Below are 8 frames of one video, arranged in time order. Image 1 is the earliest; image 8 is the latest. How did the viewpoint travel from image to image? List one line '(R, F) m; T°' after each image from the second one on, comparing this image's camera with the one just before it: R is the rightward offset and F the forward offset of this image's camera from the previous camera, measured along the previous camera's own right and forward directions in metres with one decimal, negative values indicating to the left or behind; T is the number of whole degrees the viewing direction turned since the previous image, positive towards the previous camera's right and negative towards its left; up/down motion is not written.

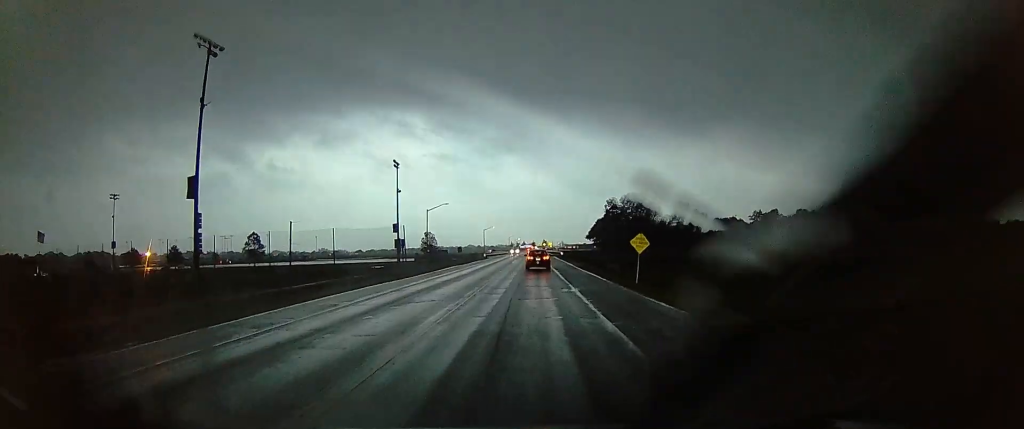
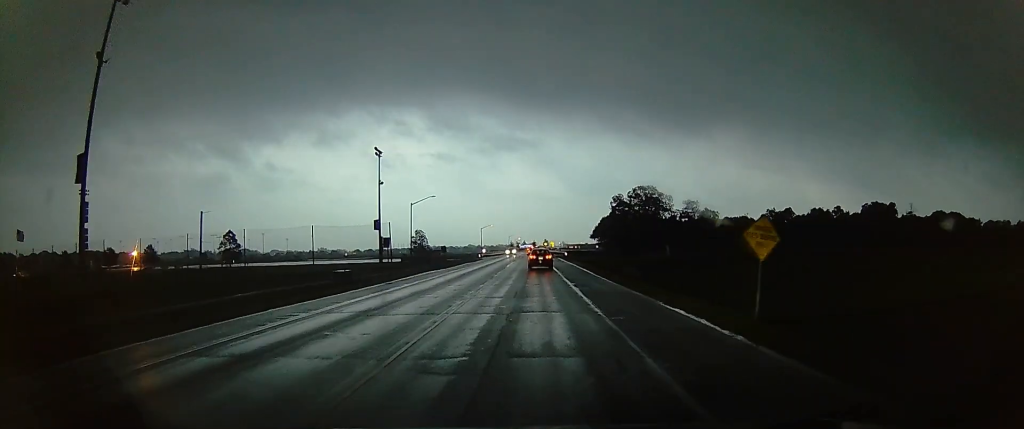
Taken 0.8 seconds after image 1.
(-1.0, +14.0) m; -1°
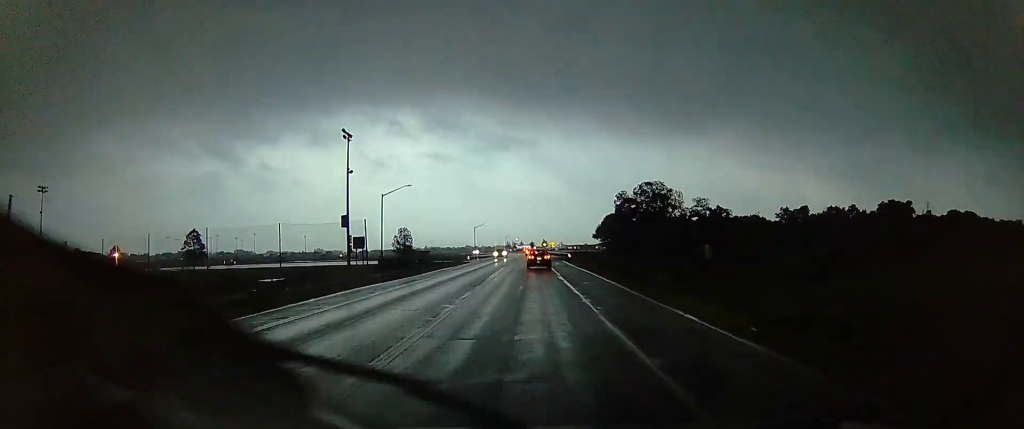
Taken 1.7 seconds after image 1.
(+0.2, +16.6) m; +2°
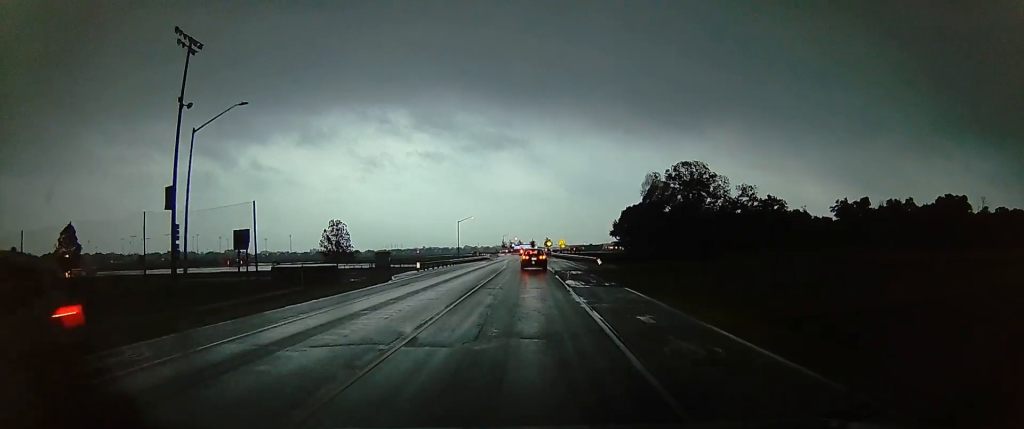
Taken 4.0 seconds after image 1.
(+1.2, +44.4) m; +1°
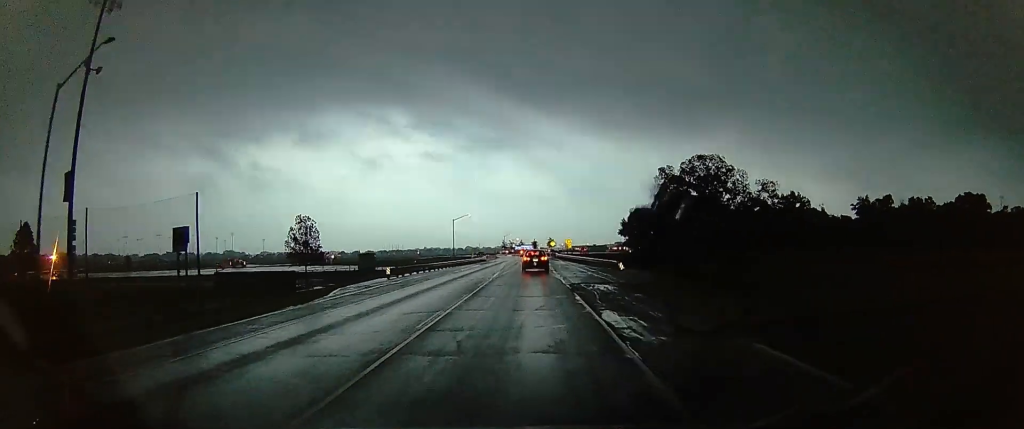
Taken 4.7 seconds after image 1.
(0.0, +12.8) m; +1°
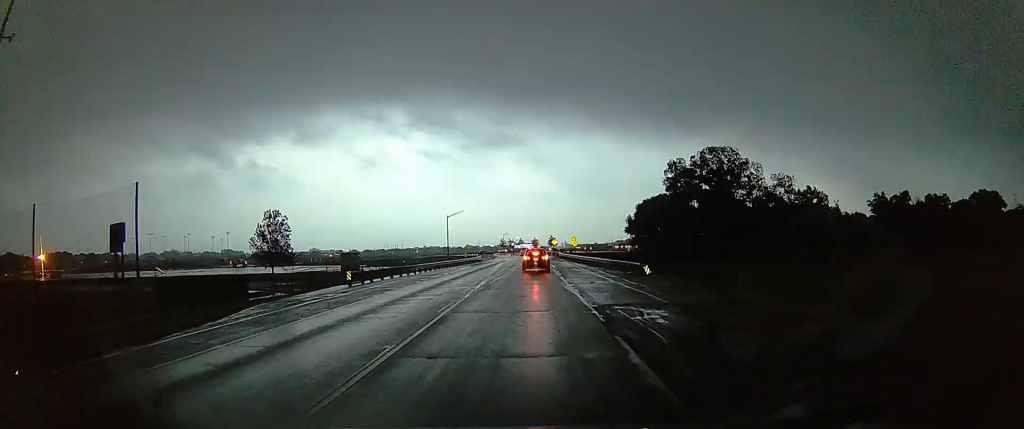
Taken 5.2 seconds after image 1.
(-0.1, +10.2) m; +1°
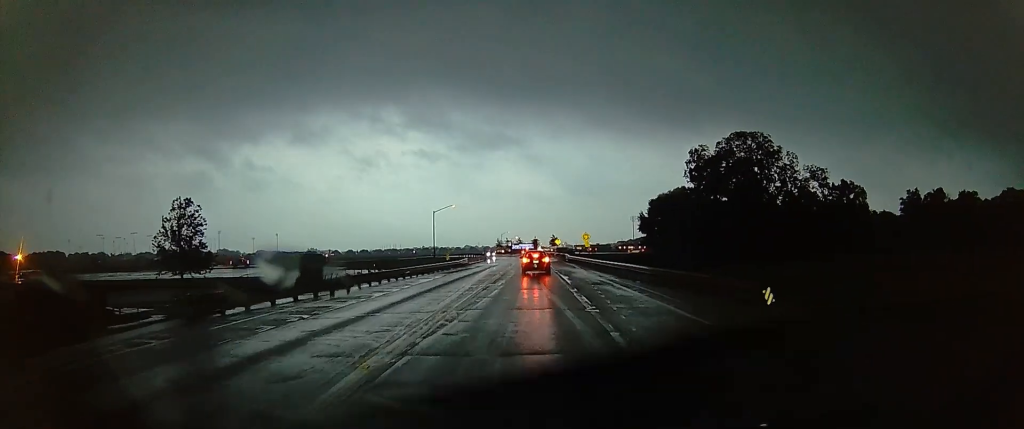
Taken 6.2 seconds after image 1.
(+0.4, +17.9) m; 0°
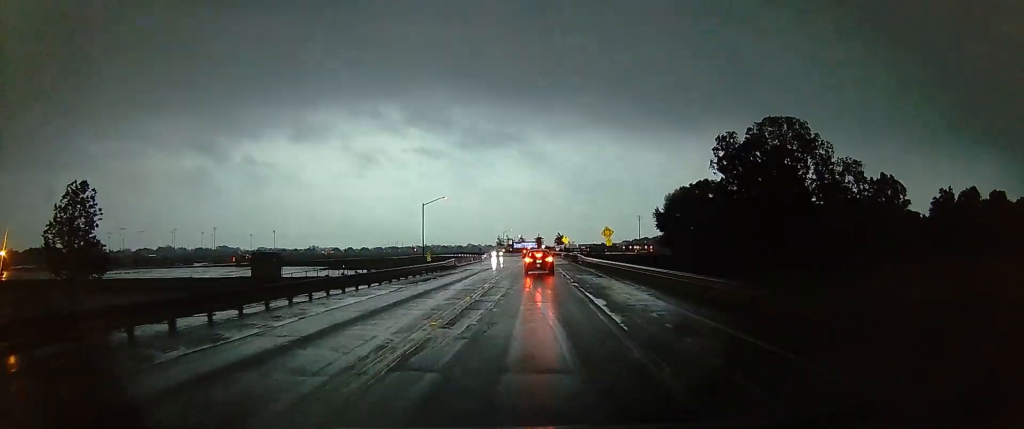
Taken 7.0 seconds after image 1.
(-0.3, +14.6) m; 0°
